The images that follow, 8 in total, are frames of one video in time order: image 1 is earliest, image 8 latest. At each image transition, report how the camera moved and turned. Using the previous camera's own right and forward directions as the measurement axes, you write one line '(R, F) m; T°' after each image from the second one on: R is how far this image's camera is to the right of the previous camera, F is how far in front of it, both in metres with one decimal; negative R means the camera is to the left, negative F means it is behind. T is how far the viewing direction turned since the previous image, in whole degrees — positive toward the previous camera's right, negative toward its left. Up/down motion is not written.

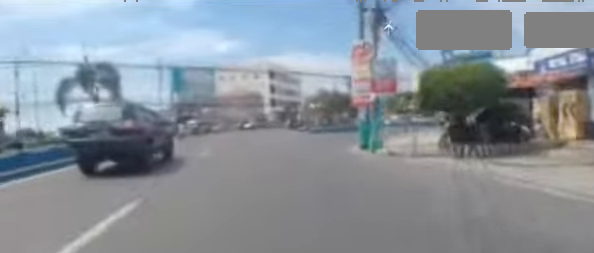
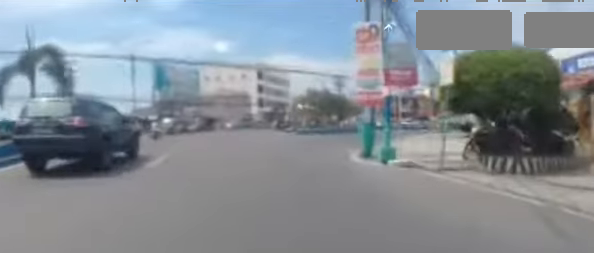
(0.0, +3.0) m; +3°
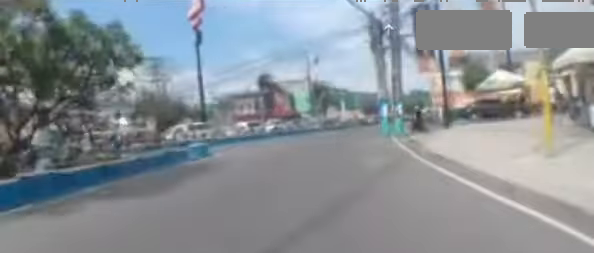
(+7.0, +25.3) m; +34°
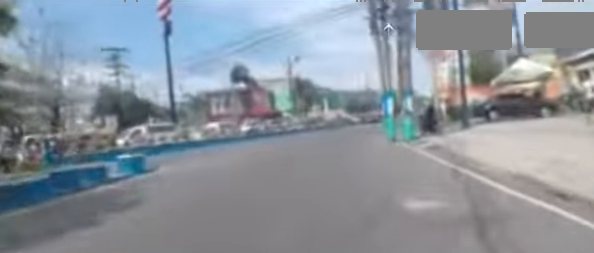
(+0.1, +4.6) m; +6°
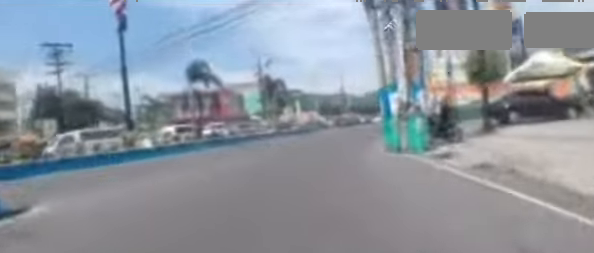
(+0.4, +4.3) m; +4°
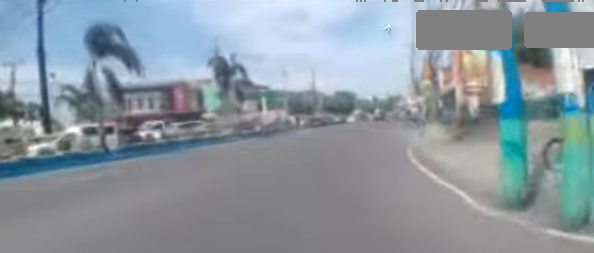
(+0.5, +8.1) m; +4°
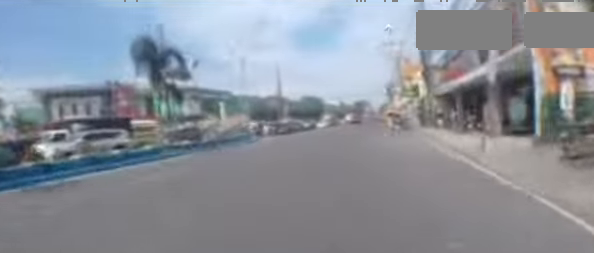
(+0.1, +6.8) m; +2°
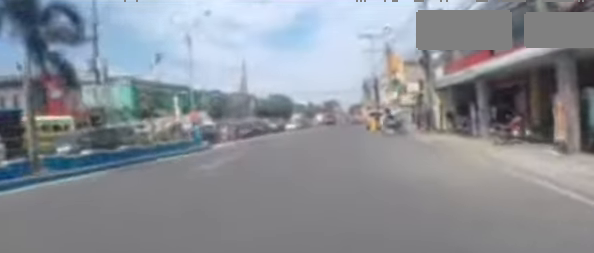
(-0.1, +6.5) m; +2°
